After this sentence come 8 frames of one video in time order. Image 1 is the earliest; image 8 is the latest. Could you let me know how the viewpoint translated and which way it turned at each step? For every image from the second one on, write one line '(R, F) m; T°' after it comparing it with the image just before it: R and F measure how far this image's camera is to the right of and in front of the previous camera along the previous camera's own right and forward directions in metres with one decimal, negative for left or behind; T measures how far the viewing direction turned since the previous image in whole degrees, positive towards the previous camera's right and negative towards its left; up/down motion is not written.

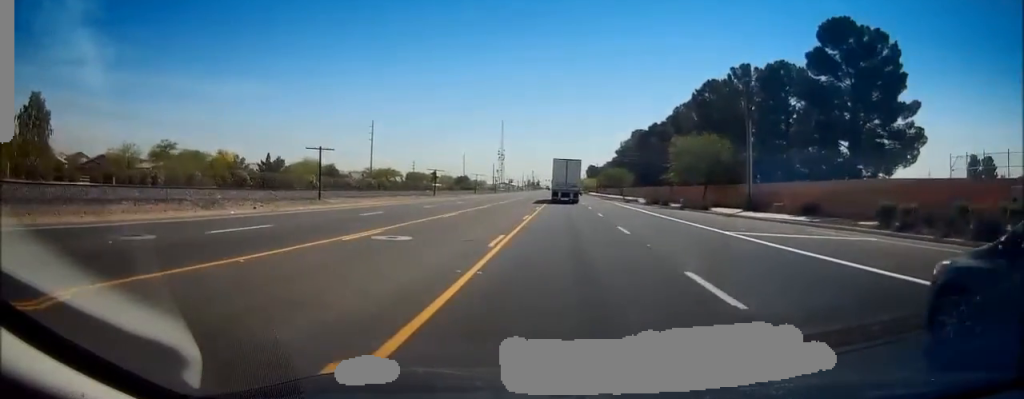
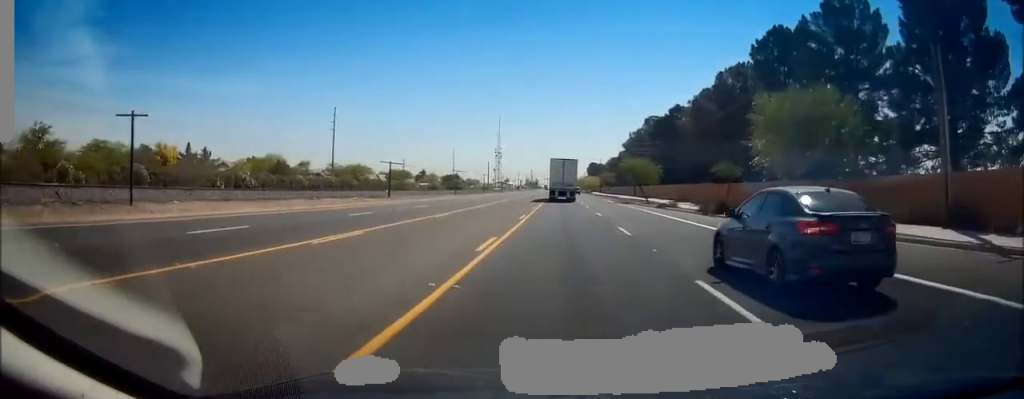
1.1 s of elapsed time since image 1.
(0.0, +25.6) m; 0°
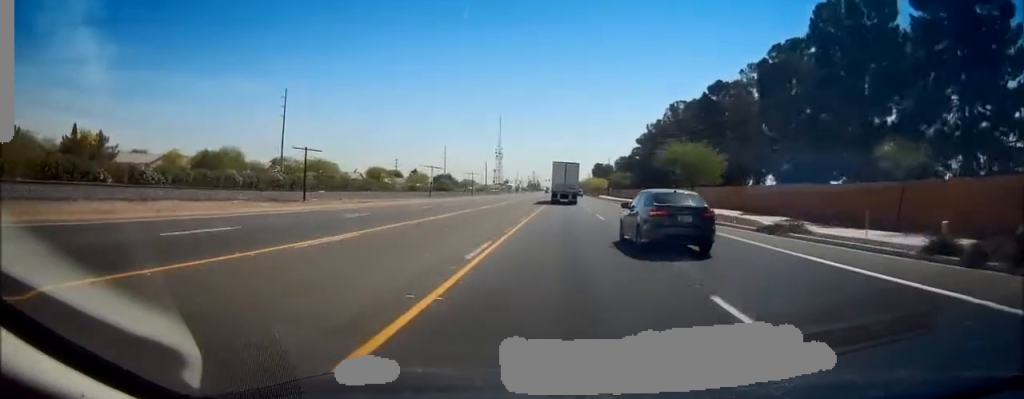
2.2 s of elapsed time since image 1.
(0.0, +25.6) m; 0°
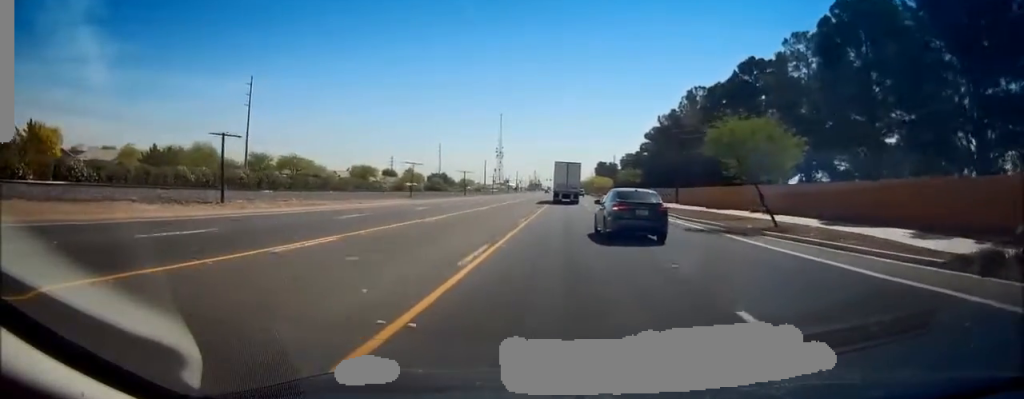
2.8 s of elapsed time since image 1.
(0.0, +13.1) m; 0°
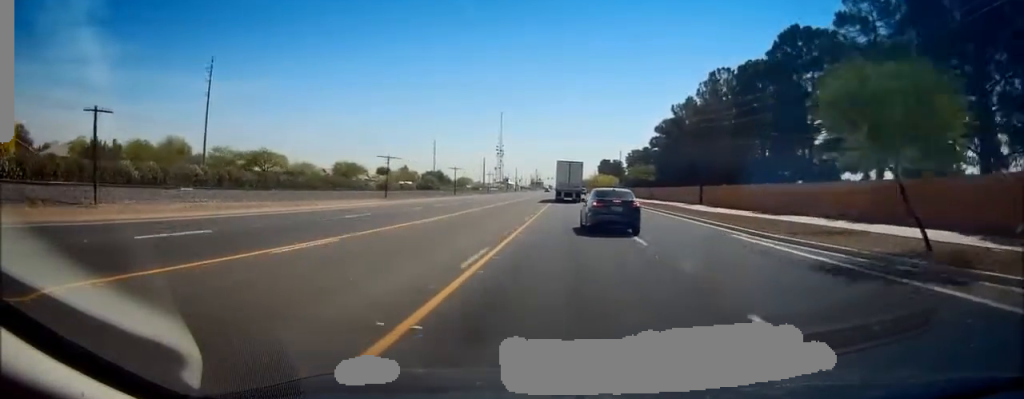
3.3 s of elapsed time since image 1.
(0.0, +12.3) m; 0°
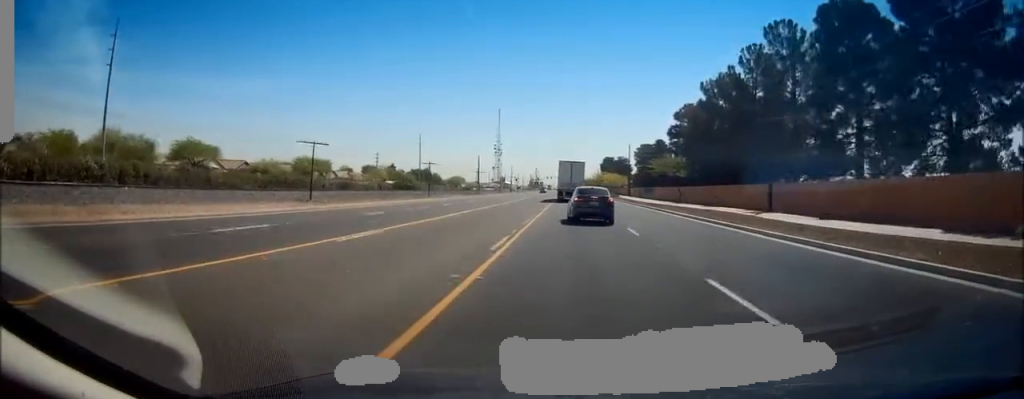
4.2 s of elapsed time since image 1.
(0.0, +21.5) m; 0°
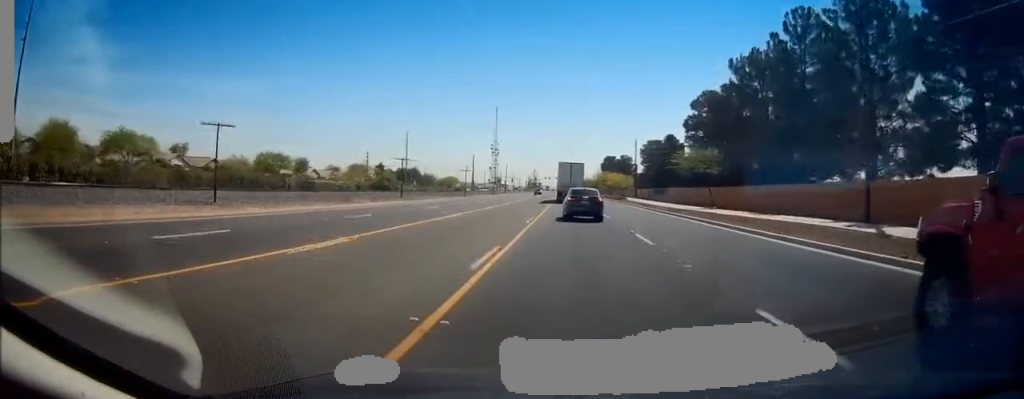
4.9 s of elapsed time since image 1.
(0.0, +14.6) m; 0°
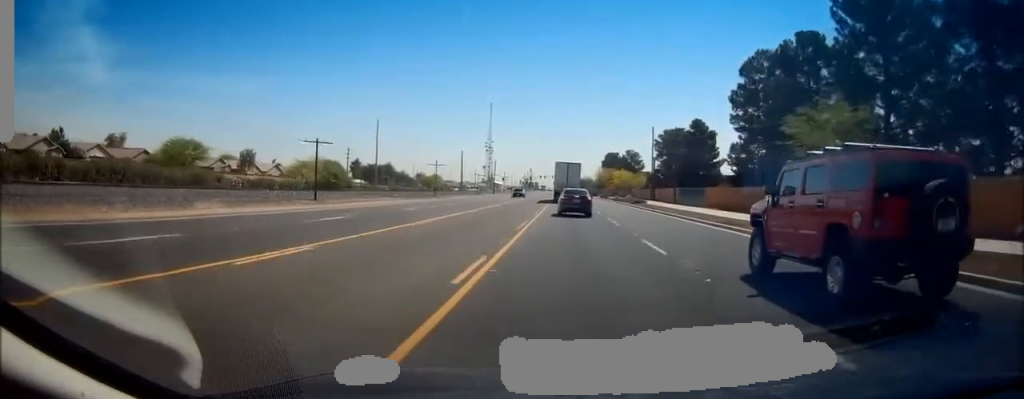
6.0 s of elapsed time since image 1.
(-0.1, +26.0) m; +1°
